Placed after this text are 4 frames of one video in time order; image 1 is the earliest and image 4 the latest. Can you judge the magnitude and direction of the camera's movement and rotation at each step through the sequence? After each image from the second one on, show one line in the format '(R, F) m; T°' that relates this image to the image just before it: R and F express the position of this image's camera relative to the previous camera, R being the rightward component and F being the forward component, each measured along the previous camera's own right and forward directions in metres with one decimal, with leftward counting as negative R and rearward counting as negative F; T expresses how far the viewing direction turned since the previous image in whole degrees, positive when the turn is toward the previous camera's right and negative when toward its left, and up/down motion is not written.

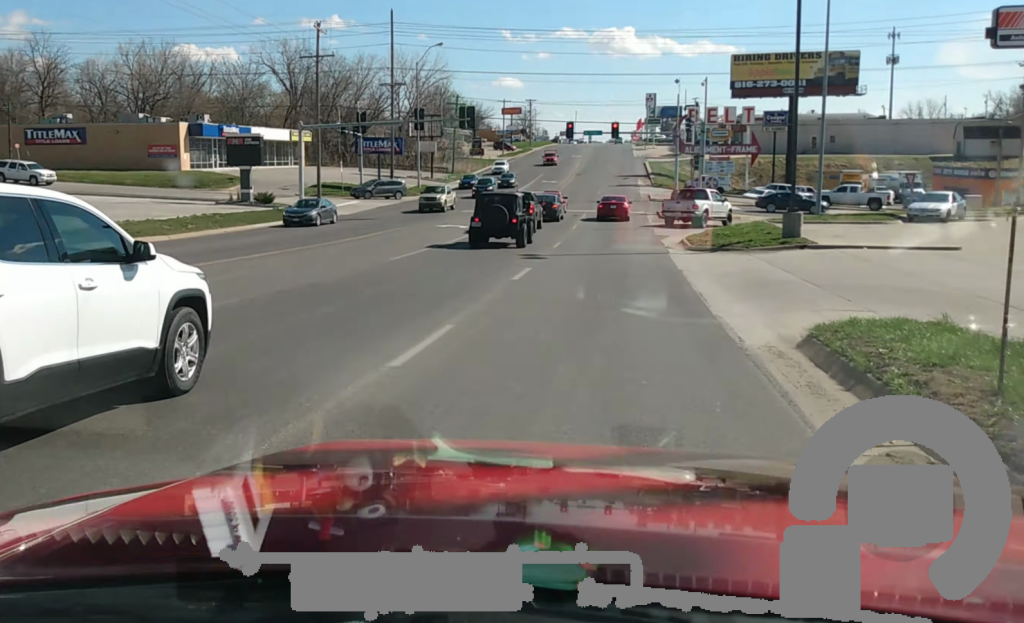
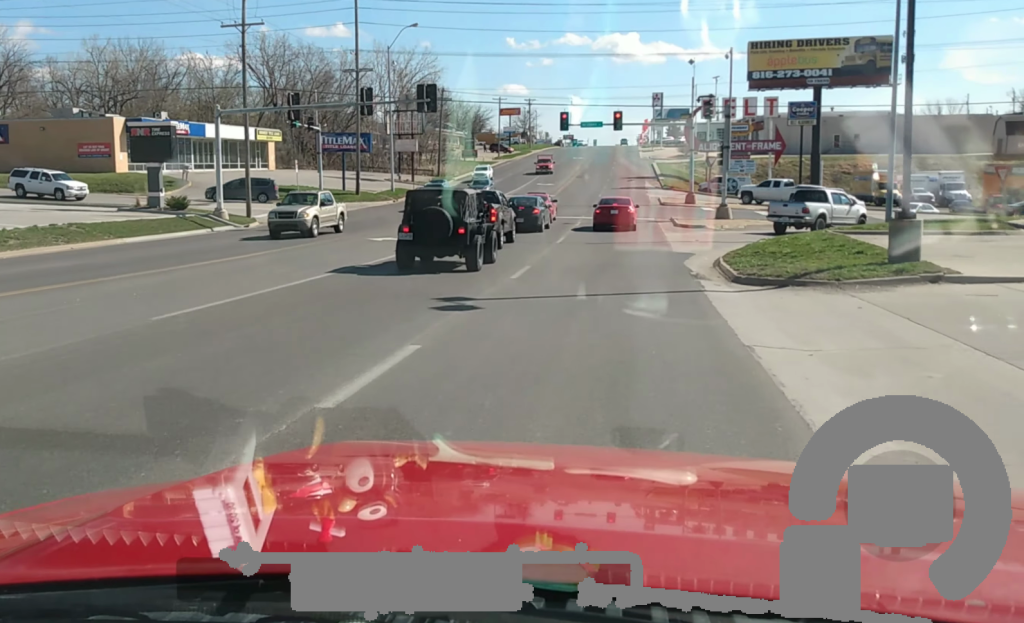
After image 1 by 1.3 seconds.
(0.0, +12.6) m; 0°
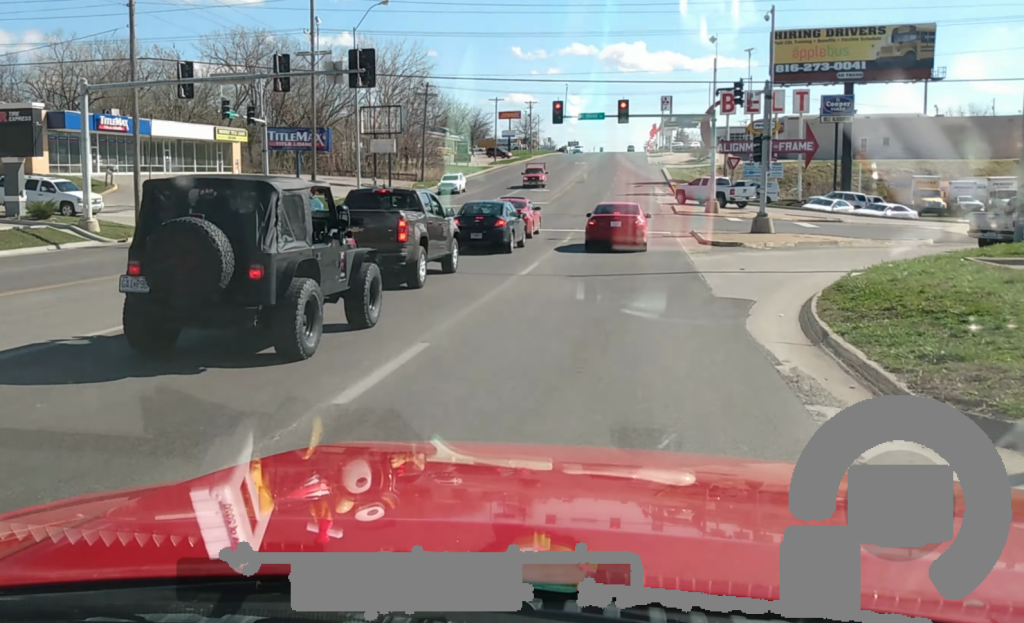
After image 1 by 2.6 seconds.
(+0.1, +11.7) m; +1°
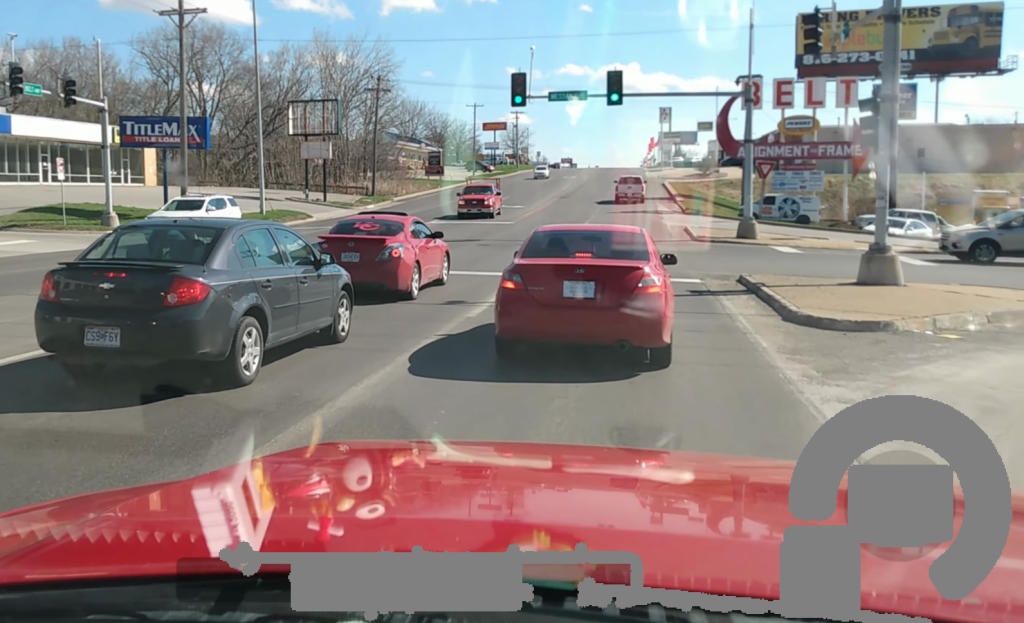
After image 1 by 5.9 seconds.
(-0.3, +18.1) m; -1°
